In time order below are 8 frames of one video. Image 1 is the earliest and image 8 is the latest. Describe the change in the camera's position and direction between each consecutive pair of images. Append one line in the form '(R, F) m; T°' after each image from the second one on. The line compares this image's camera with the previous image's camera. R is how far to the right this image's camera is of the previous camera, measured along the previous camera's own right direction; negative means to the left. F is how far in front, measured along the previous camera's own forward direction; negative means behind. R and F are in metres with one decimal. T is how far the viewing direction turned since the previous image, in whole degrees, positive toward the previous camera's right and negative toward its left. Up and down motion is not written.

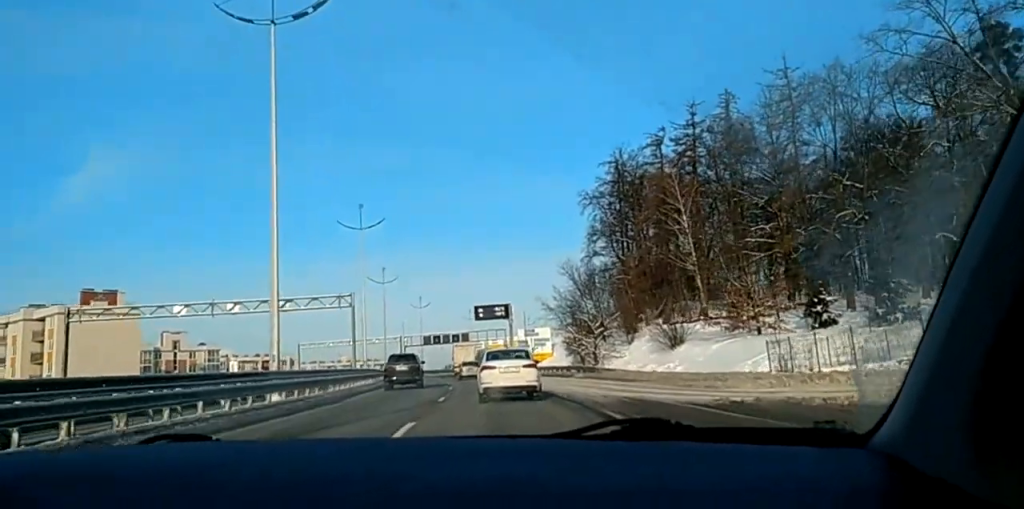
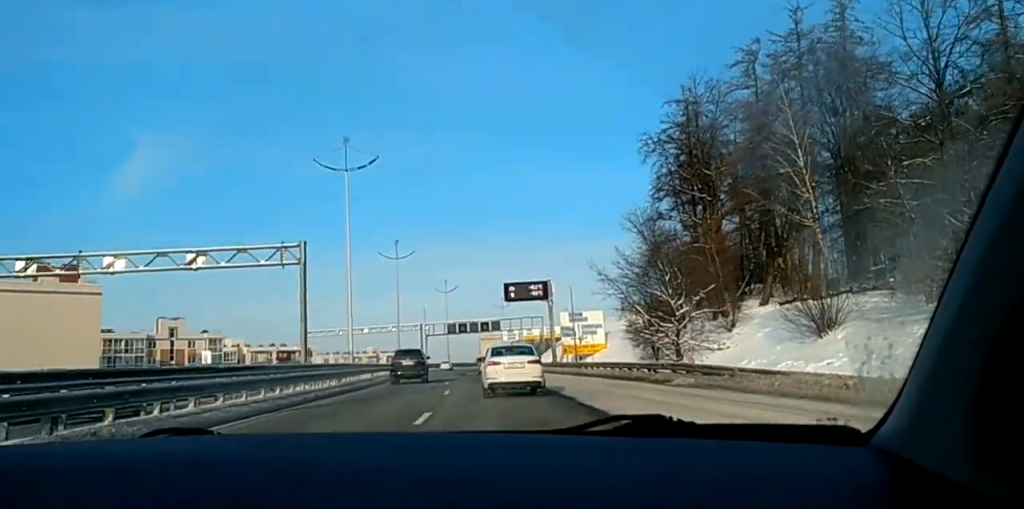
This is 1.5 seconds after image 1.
(-0.4, +23.8) m; -3°
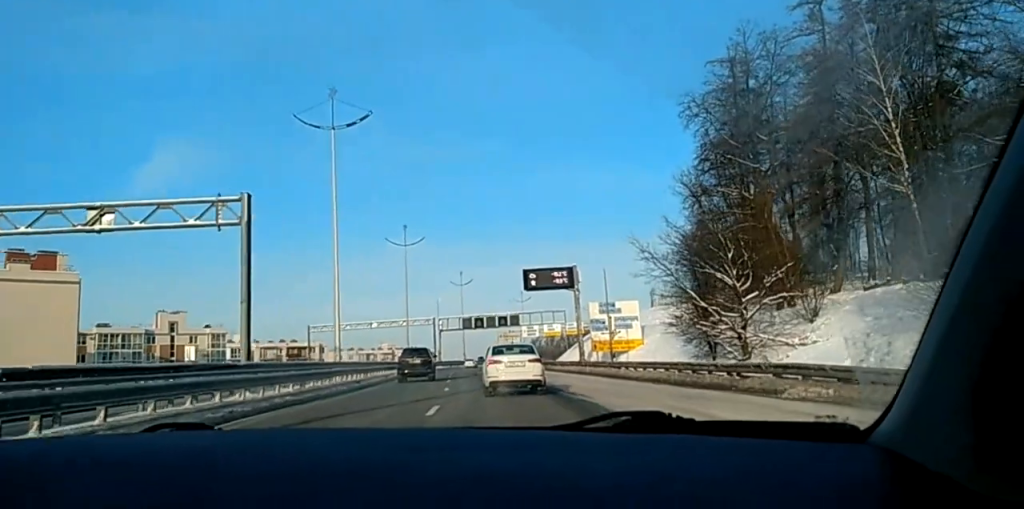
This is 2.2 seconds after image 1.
(-0.3, +11.0) m; -2°
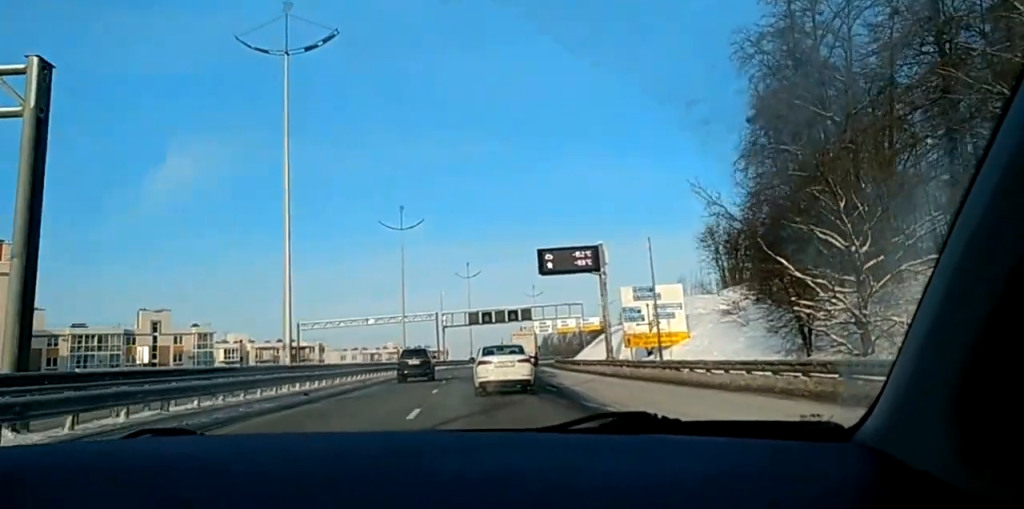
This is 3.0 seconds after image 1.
(+0.1, +13.0) m; -1°
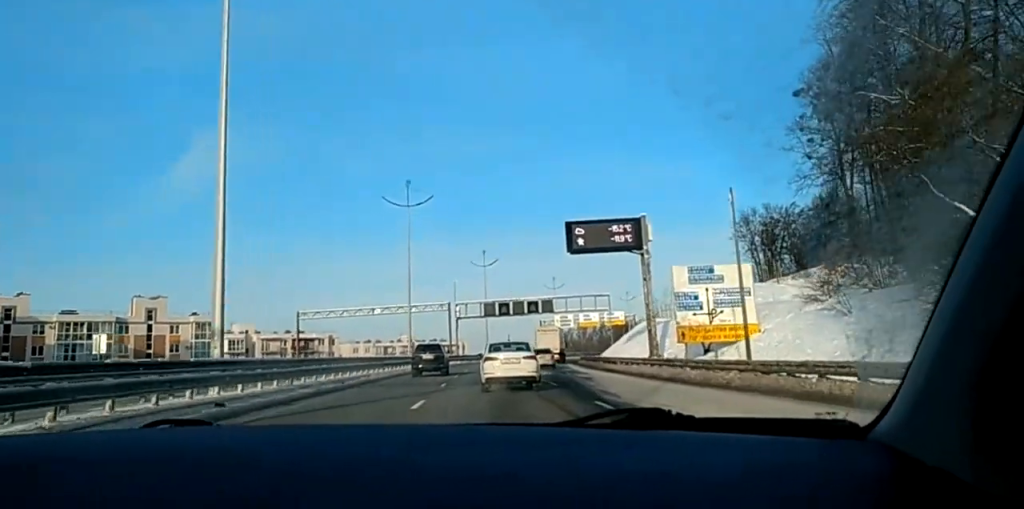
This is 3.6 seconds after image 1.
(-0.2, +10.9) m; -1°
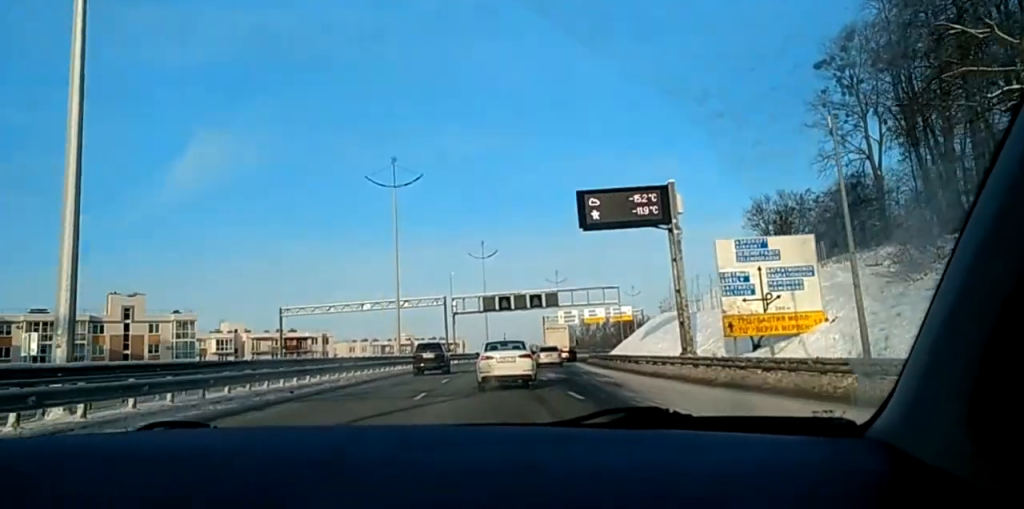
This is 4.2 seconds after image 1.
(-0.1, +8.9) m; 0°
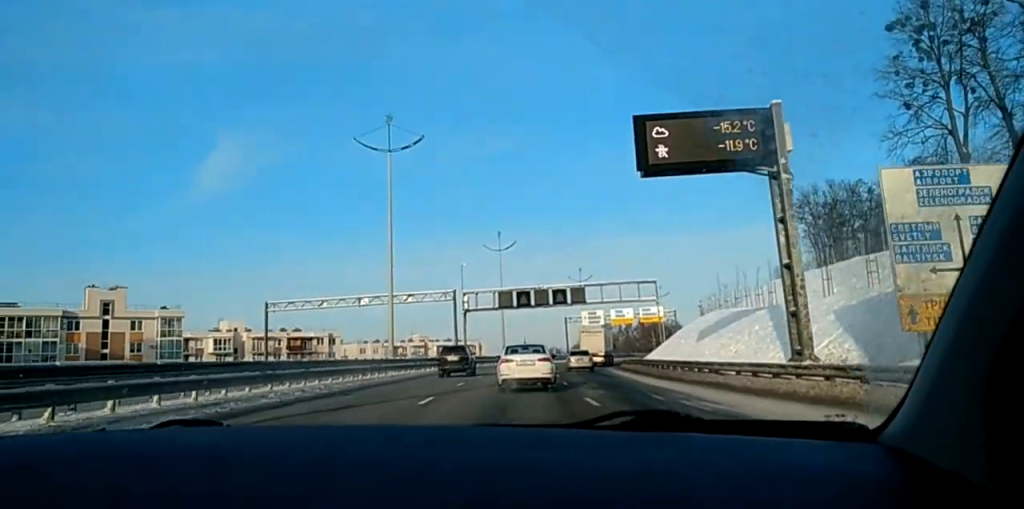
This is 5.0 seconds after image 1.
(-0.2, +13.3) m; +2°
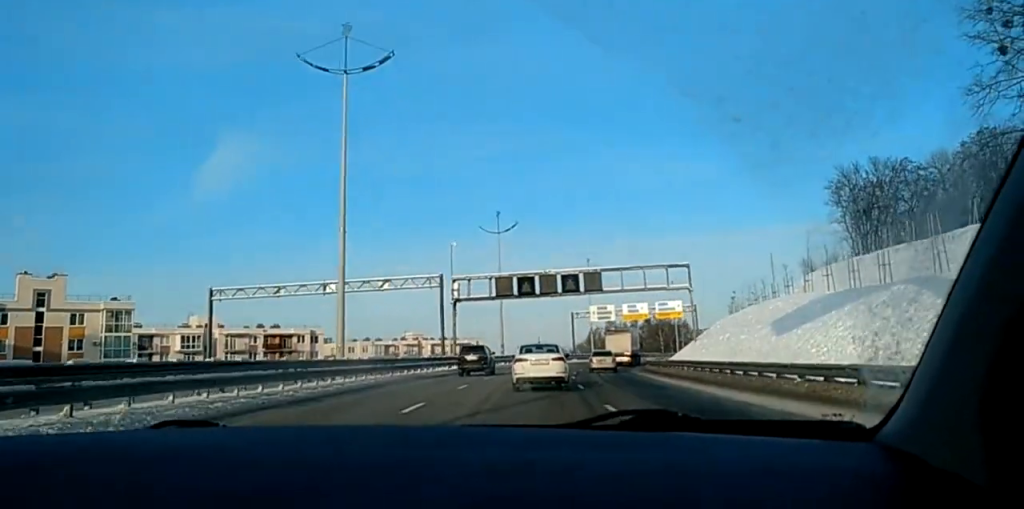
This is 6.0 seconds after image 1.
(+0.9, +15.7) m; +1°
